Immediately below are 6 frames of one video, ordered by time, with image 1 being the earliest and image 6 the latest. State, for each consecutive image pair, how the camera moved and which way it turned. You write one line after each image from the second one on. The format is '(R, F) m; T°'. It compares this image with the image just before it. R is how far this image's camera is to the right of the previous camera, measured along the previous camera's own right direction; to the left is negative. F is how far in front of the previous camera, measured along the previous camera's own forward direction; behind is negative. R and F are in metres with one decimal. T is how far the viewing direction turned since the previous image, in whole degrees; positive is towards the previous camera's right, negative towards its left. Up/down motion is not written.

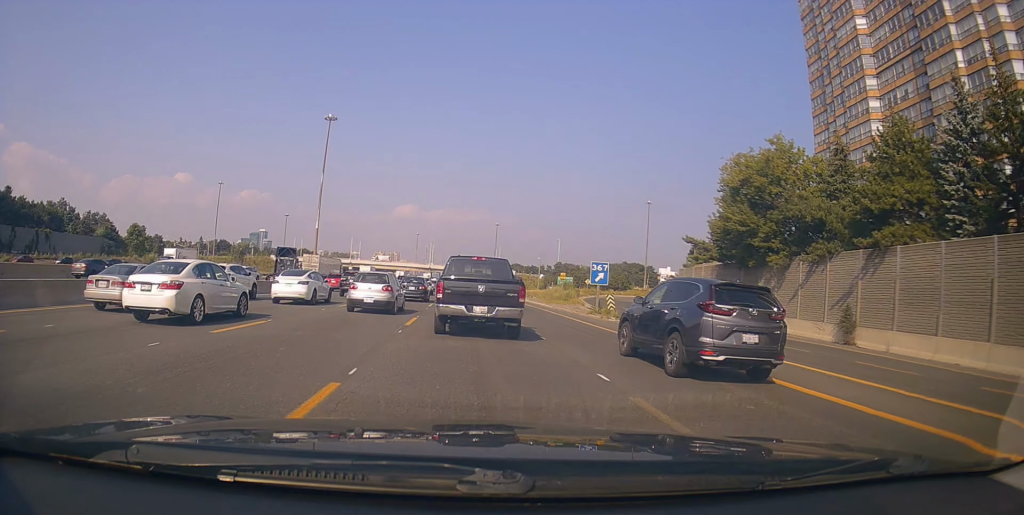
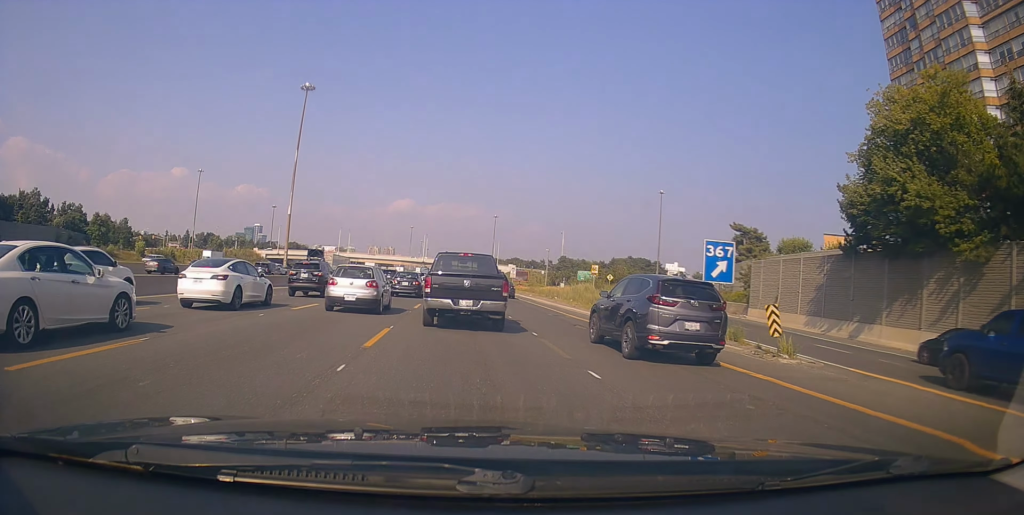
(+0.3, +17.7) m; 0°
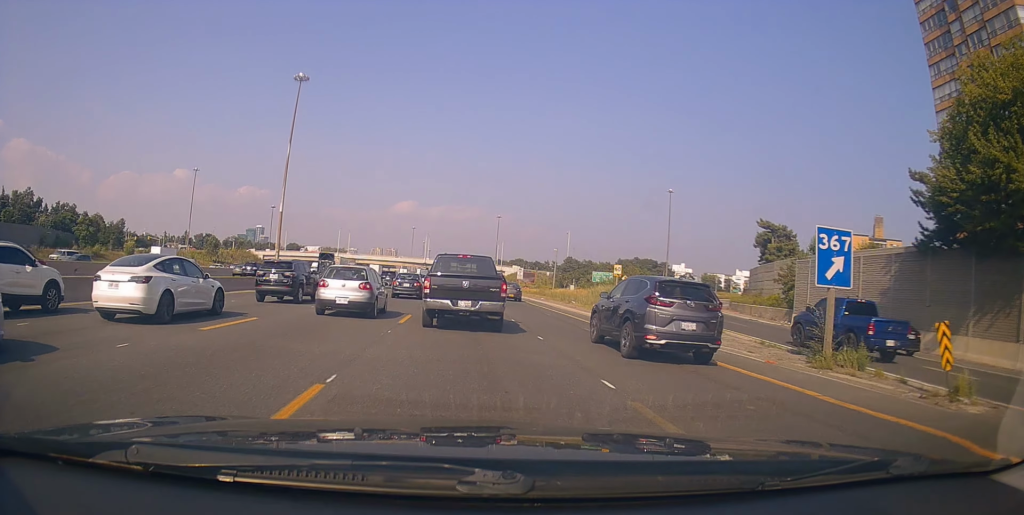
(-0.1, +6.8) m; 0°
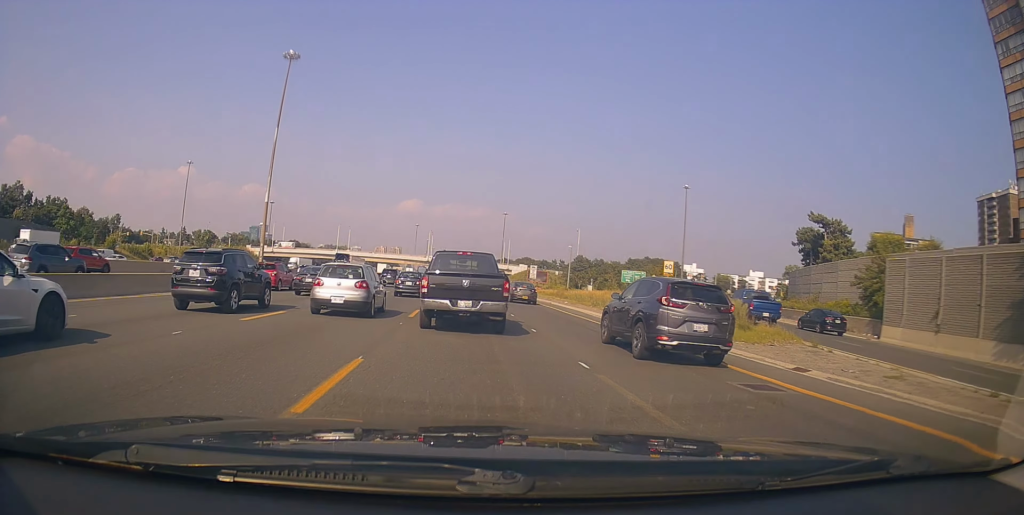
(+0.3, +10.7) m; +3°
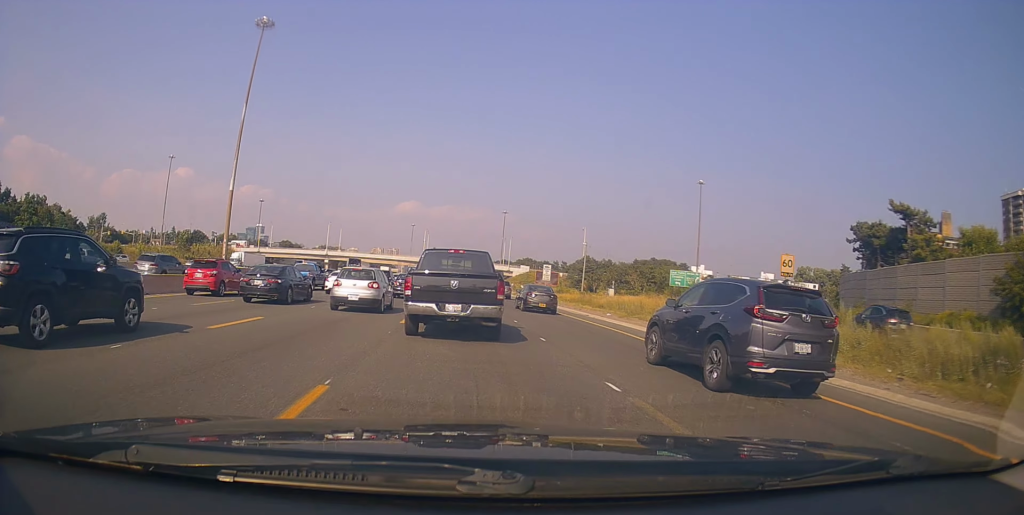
(-0.3, +14.9) m; -5°
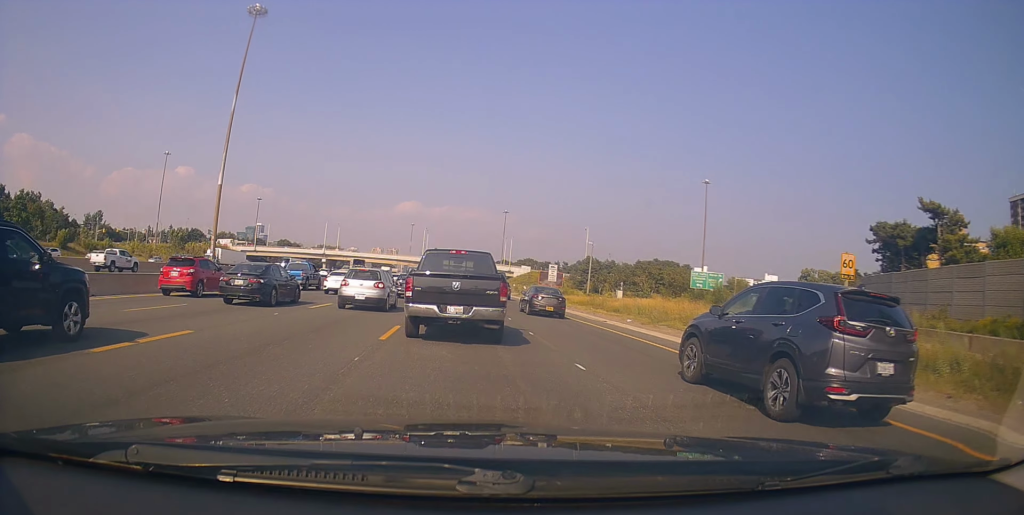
(-0.1, +4.3) m; 0°
